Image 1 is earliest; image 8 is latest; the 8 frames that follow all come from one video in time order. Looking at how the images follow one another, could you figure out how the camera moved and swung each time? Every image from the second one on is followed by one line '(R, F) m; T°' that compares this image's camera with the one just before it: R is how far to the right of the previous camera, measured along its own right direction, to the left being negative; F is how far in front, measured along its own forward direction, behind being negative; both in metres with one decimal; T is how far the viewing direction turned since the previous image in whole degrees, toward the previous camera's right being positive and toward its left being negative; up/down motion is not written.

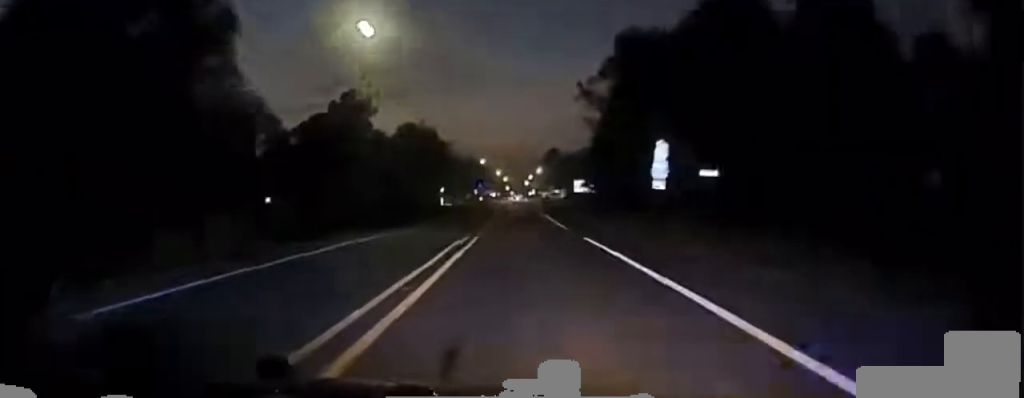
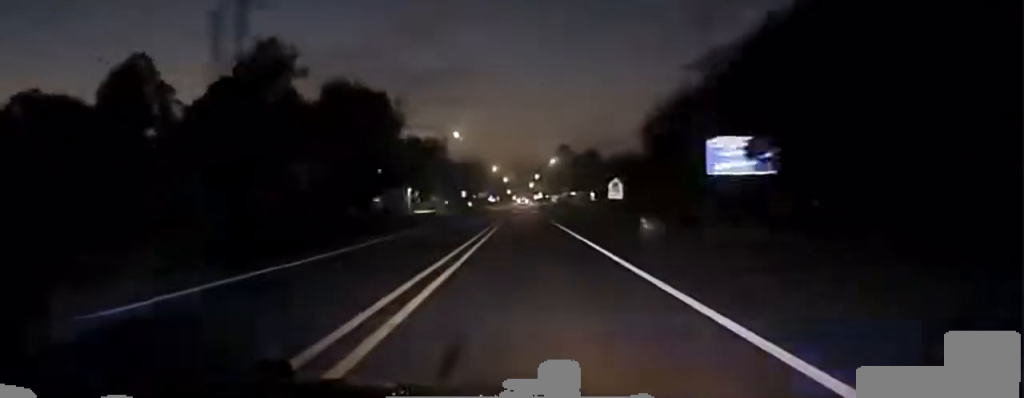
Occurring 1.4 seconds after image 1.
(-0.5, +66.9) m; 0°
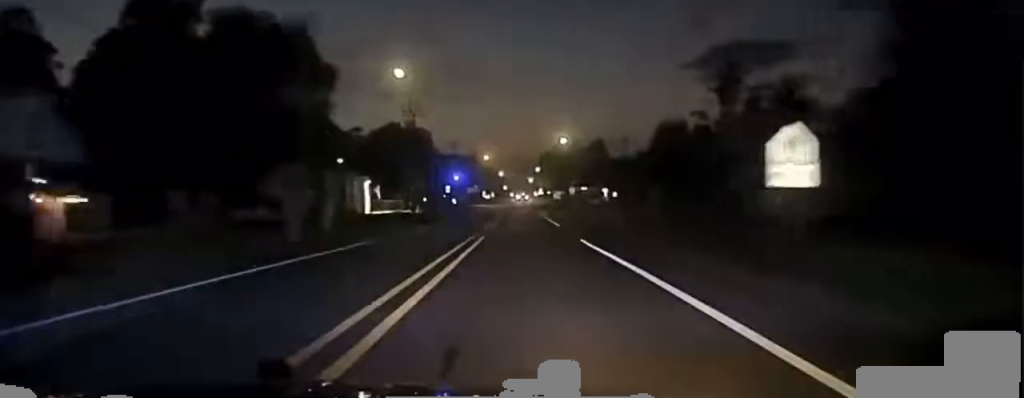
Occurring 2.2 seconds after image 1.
(+0.3, +38.2) m; 0°
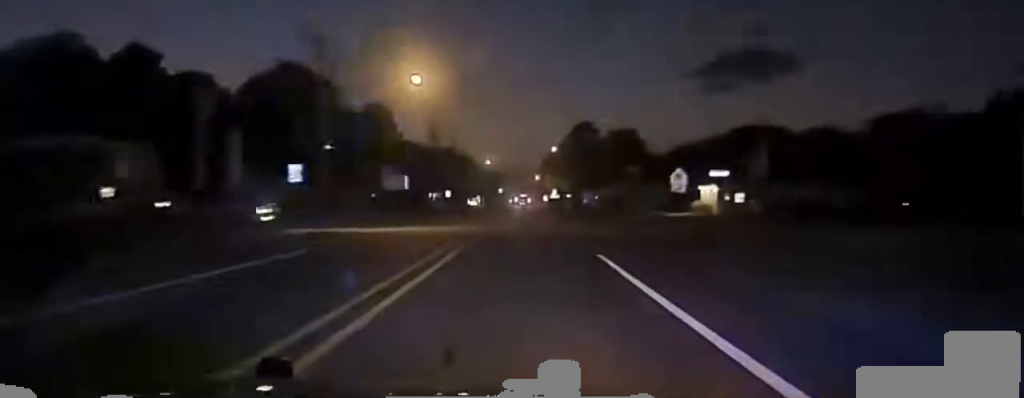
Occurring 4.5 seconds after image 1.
(+0.5, +105.6) m; 0°
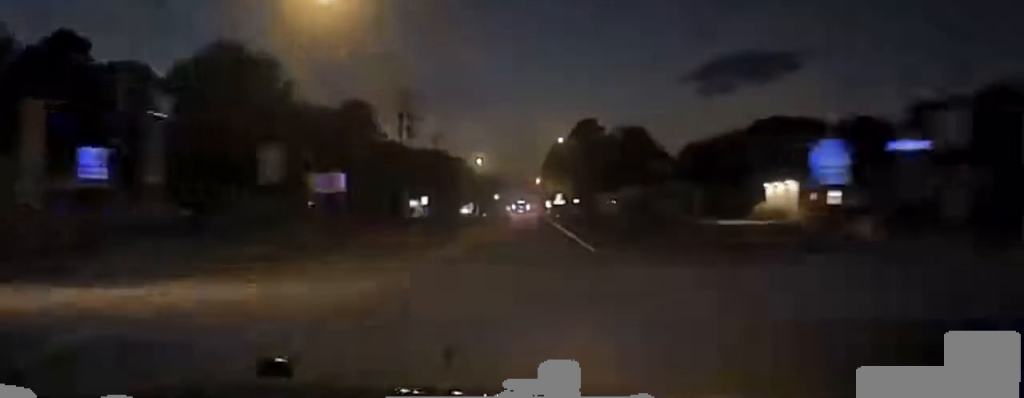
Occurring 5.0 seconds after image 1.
(+0.1, +24.7) m; 0°
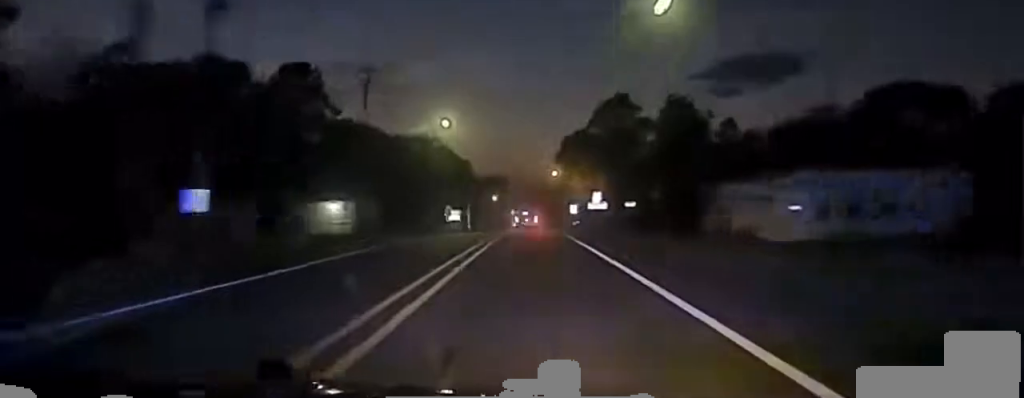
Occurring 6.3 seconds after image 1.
(-0.8, +61.1) m; -1°
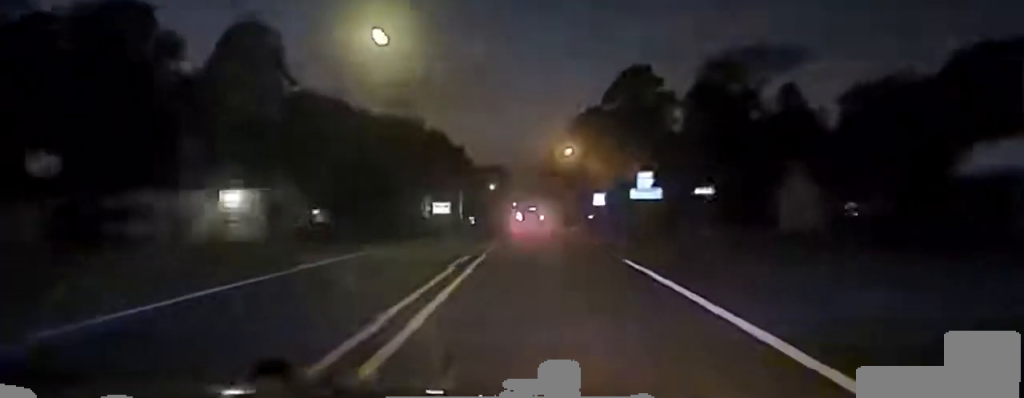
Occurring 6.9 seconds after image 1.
(+0.2, +28.7) m; 0°
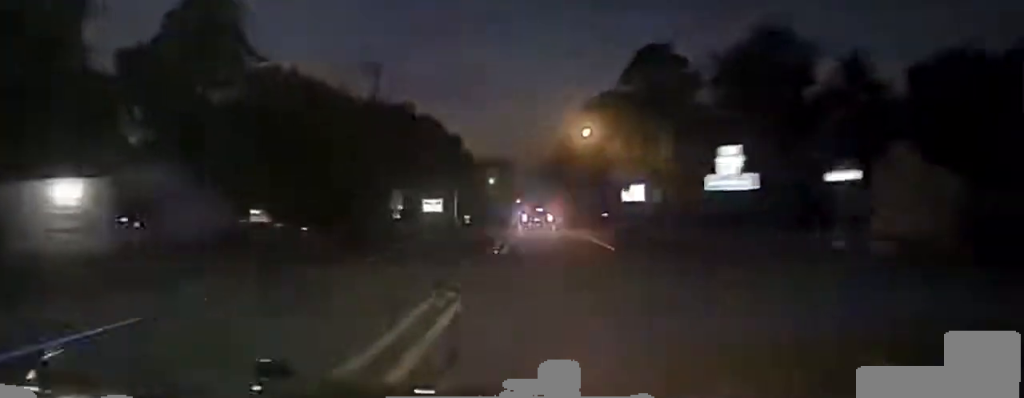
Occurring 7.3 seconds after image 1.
(0.0, +19.2) m; 0°
